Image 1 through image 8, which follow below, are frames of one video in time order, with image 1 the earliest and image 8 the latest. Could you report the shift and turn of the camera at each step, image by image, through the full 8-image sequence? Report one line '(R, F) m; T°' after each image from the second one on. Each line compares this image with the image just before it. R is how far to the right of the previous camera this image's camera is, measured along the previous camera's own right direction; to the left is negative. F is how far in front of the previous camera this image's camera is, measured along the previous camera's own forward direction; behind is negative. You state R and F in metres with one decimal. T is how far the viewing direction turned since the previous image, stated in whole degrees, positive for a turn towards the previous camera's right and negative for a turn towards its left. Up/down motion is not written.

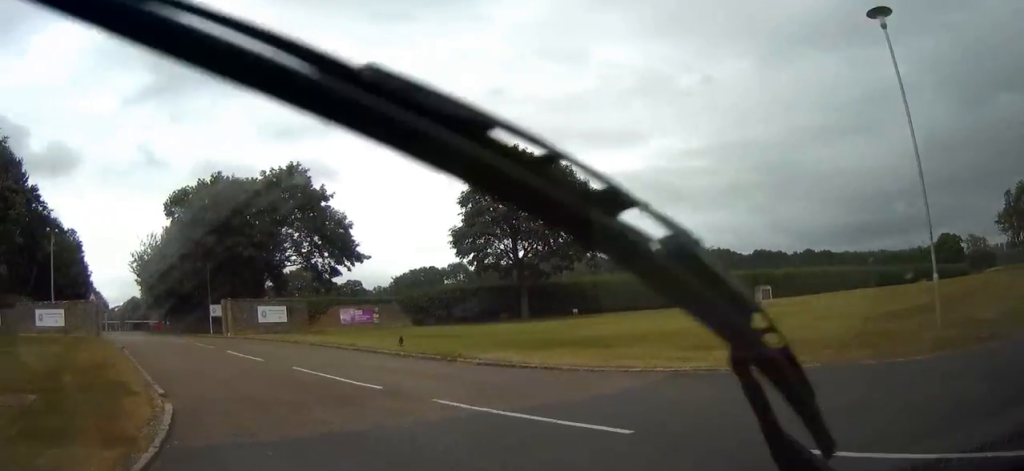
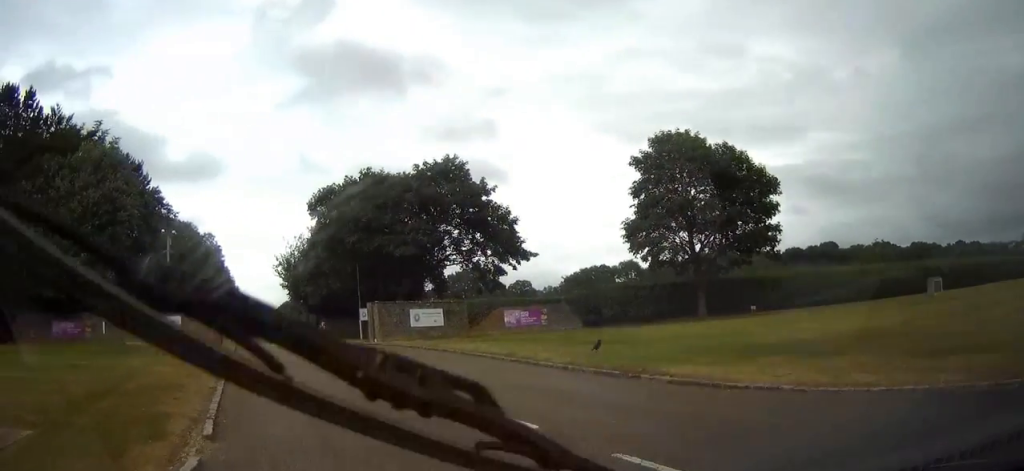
(-0.4, +3.3) m; -14°
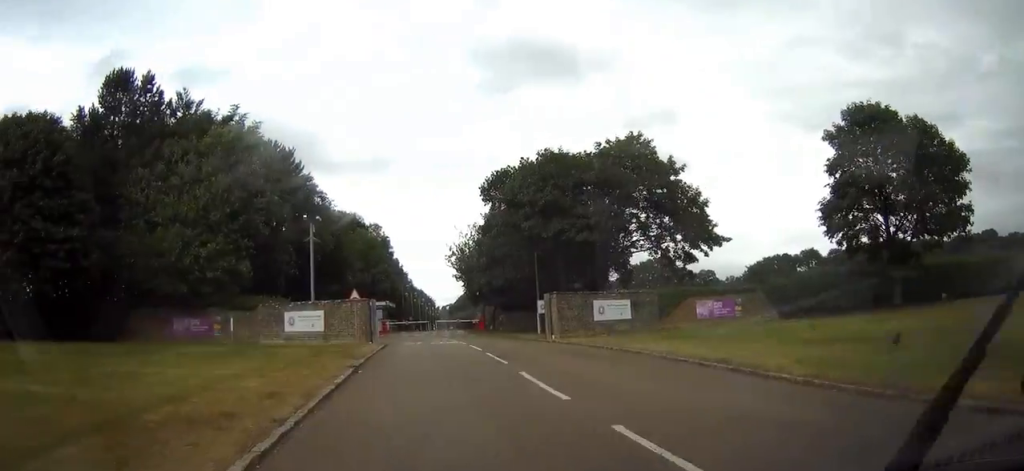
(-0.6, +4.3) m; -16°
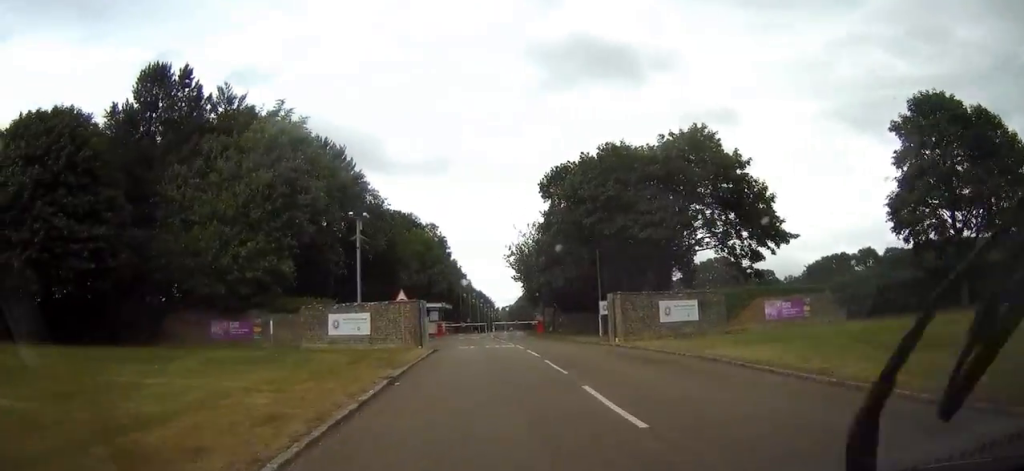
(-0.3, +2.2) m; -4°
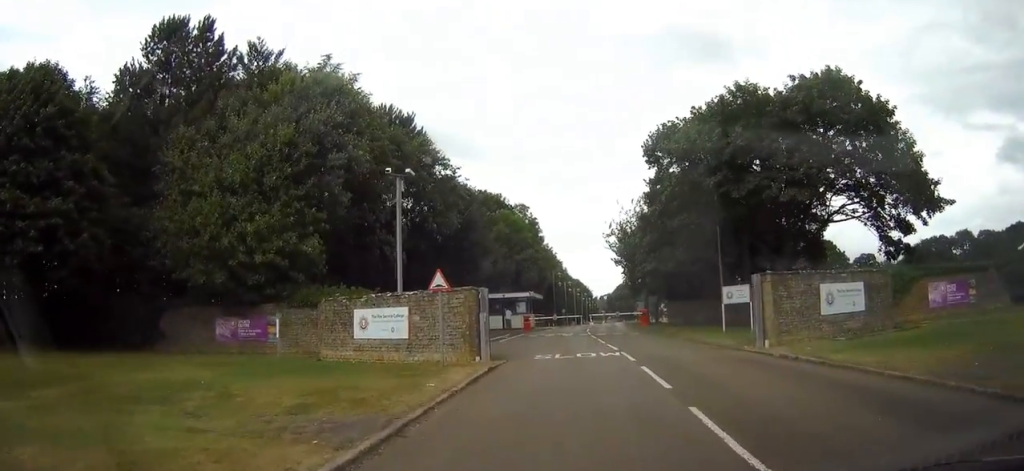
(-0.9, +9.3) m; -9°
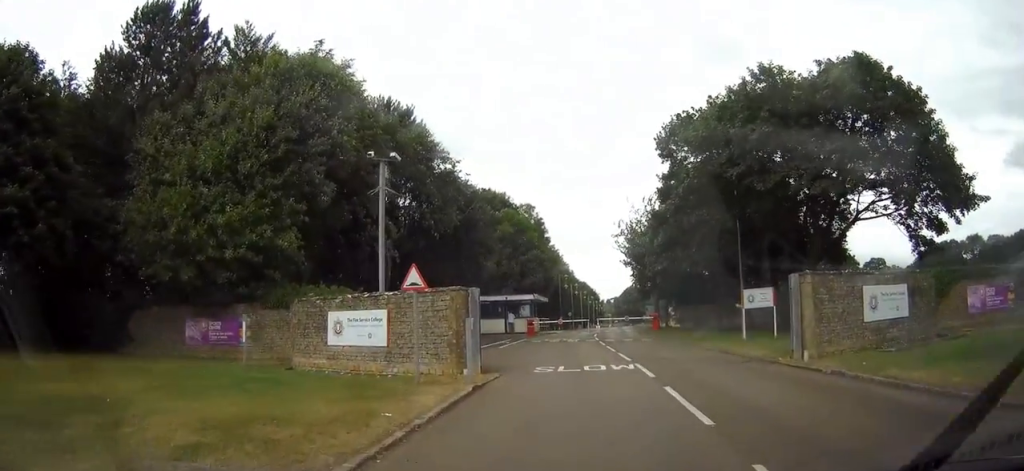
(-0.1, +3.0) m; -2°
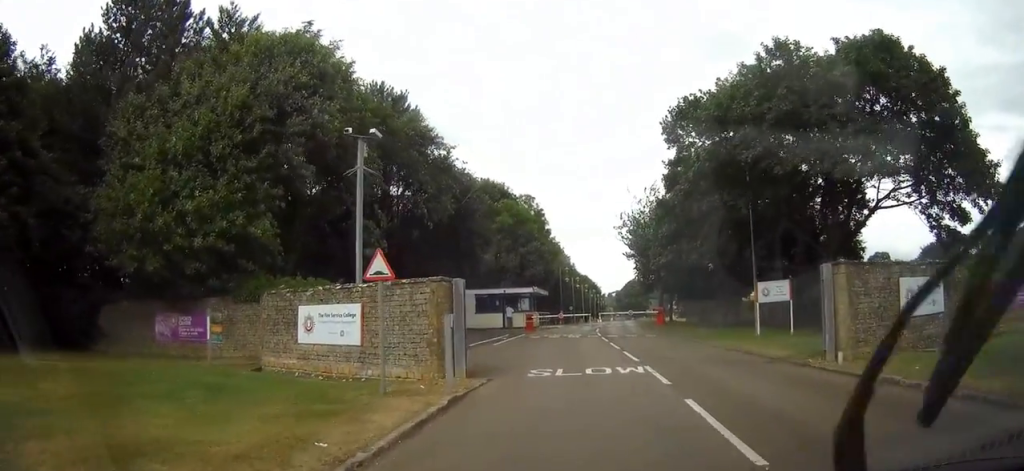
(0.0, +2.2) m; +1°
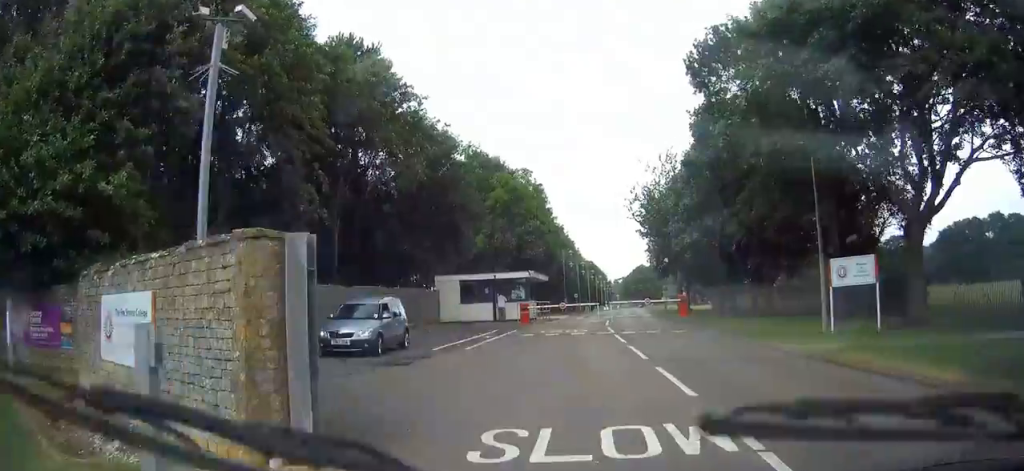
(+0.7, +8.3) m; +4°
